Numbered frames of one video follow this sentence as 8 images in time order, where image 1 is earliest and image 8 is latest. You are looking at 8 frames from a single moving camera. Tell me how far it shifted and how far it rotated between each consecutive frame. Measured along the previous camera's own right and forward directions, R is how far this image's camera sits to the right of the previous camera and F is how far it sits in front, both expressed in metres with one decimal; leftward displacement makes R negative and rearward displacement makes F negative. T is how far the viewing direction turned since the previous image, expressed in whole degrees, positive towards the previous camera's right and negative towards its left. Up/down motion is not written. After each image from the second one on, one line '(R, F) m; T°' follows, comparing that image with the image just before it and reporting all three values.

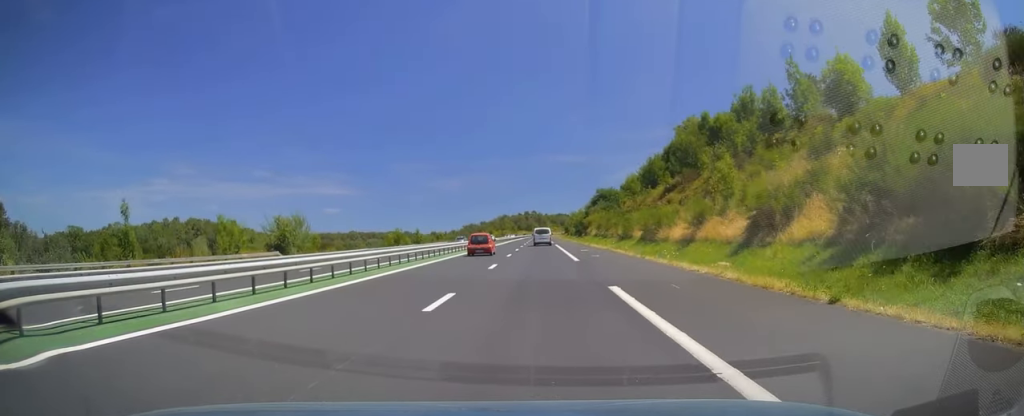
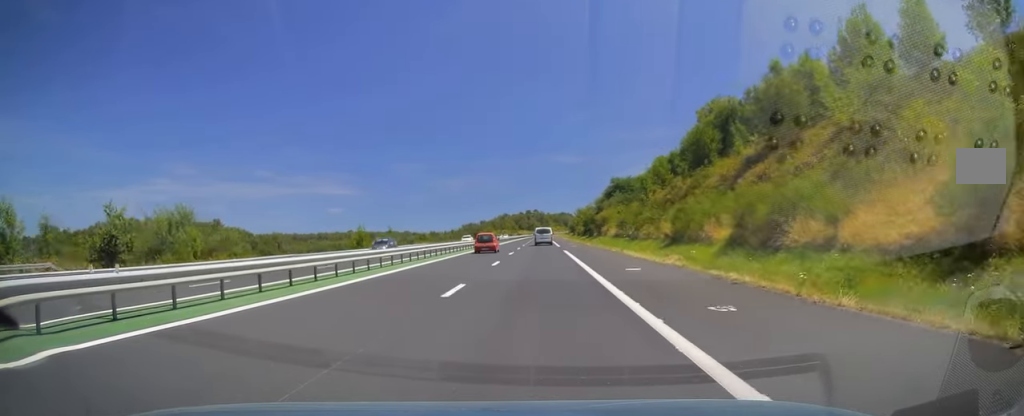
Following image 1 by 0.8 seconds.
(0.0, +23.6) m; -1°
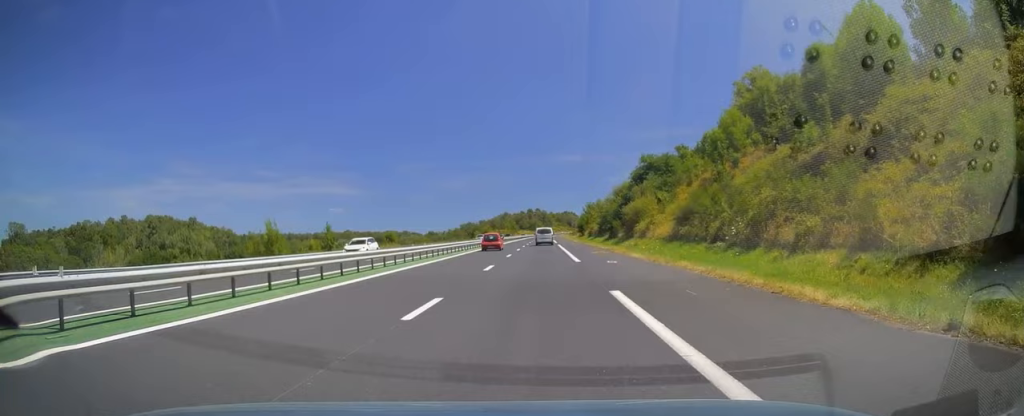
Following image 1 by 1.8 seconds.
(-0.2, +29.4) m; 0°
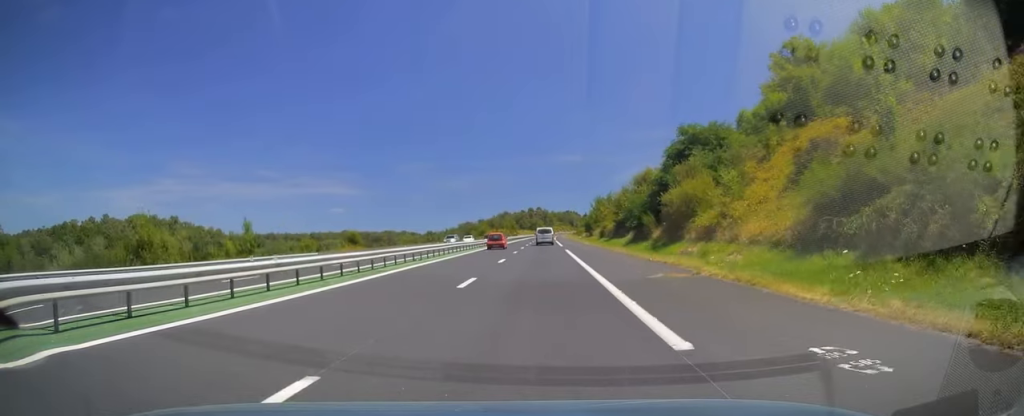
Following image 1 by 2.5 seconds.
(+0.1, +20.1) m; 0°
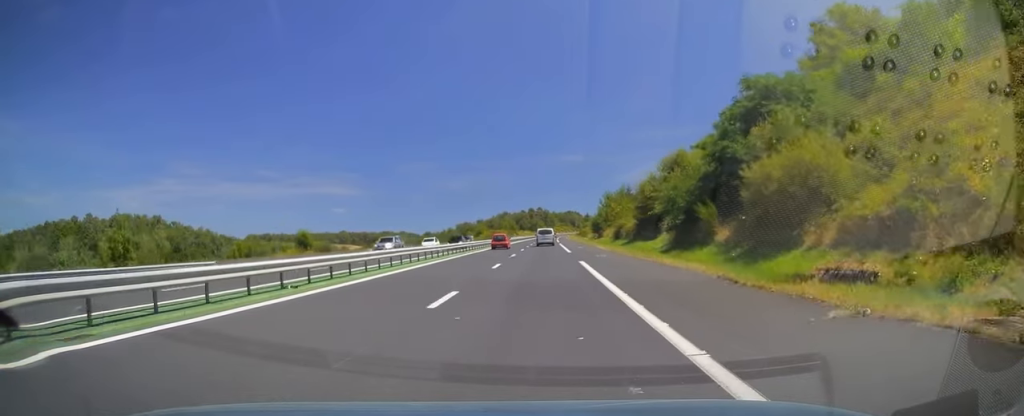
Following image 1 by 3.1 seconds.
(0.0, +17.2) m; 0°
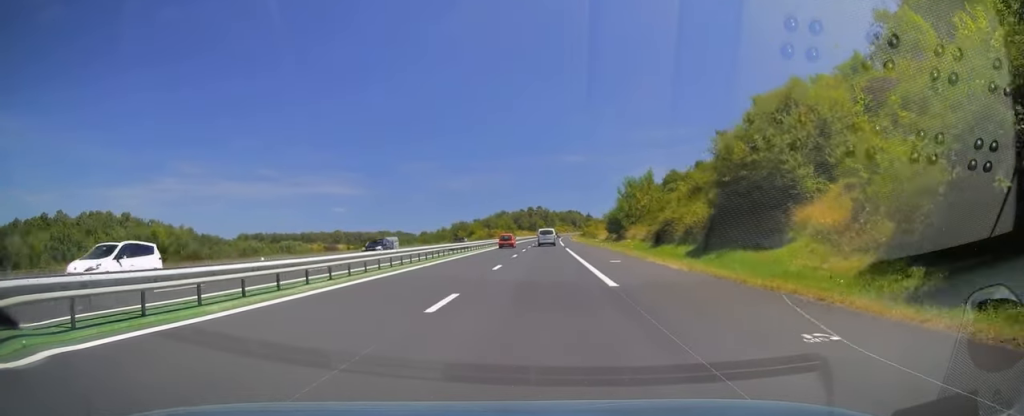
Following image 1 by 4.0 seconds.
(0.0, +26.4) m; 0°
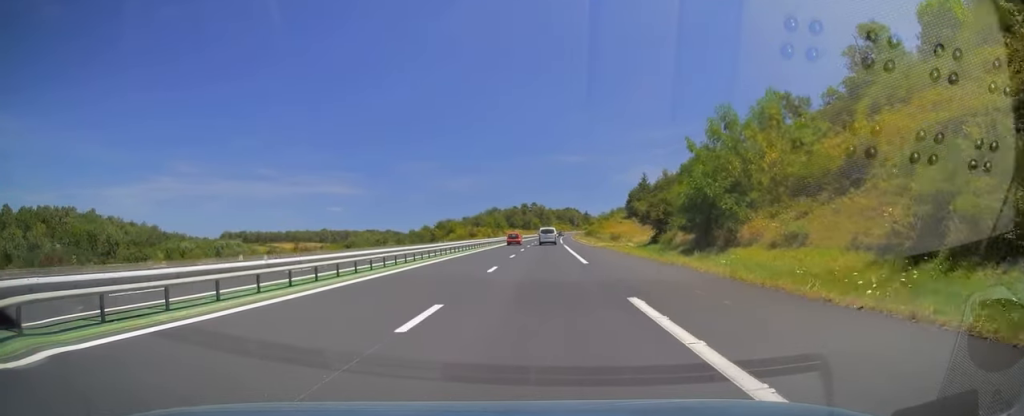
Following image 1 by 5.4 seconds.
(+0.1, +41.1) m; 0°
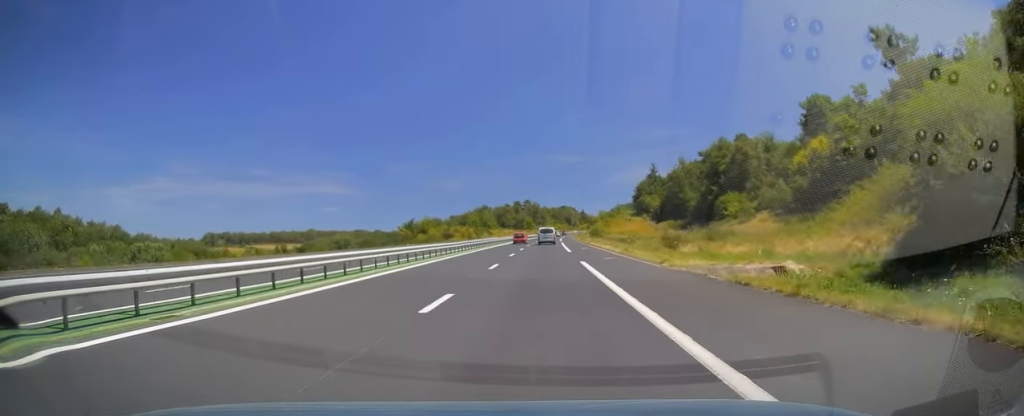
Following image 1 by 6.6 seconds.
(0.0, +36.8) m; 0°
